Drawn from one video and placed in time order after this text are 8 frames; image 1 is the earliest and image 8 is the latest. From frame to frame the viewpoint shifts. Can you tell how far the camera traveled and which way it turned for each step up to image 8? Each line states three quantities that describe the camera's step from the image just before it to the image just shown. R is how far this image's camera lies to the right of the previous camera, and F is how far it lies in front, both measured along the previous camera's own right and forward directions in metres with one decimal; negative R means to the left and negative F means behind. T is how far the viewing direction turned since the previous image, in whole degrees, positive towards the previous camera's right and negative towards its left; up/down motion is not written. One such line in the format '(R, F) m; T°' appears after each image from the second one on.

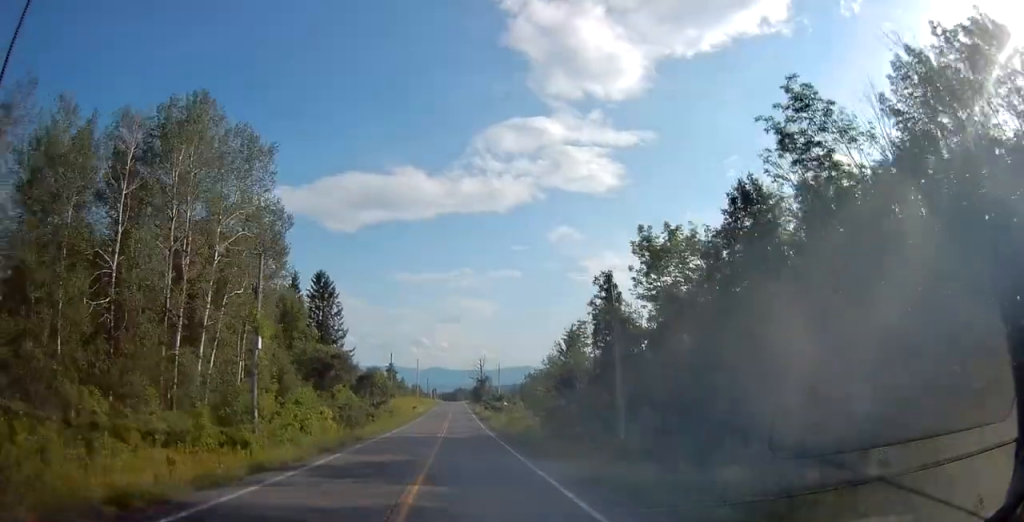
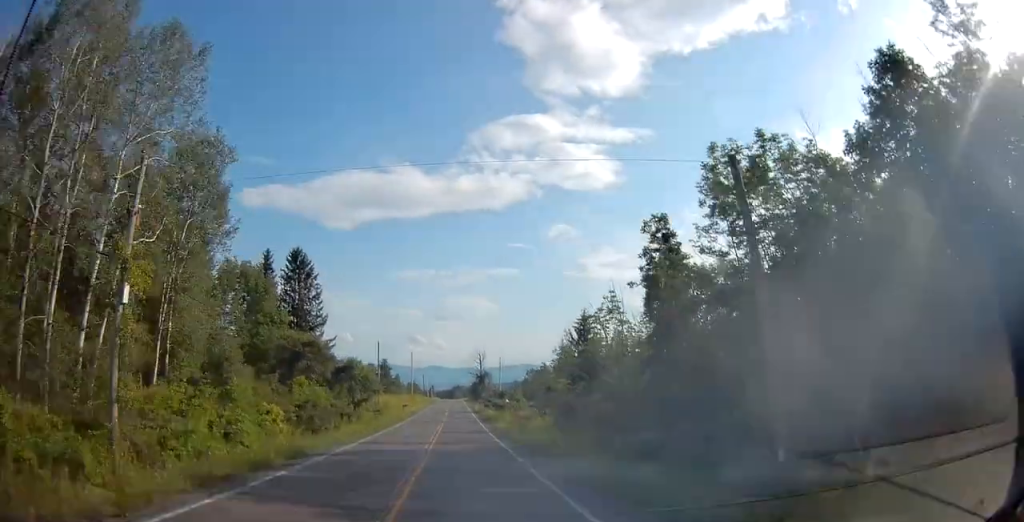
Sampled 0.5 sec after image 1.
(+0.1, +11.3) m; 0°
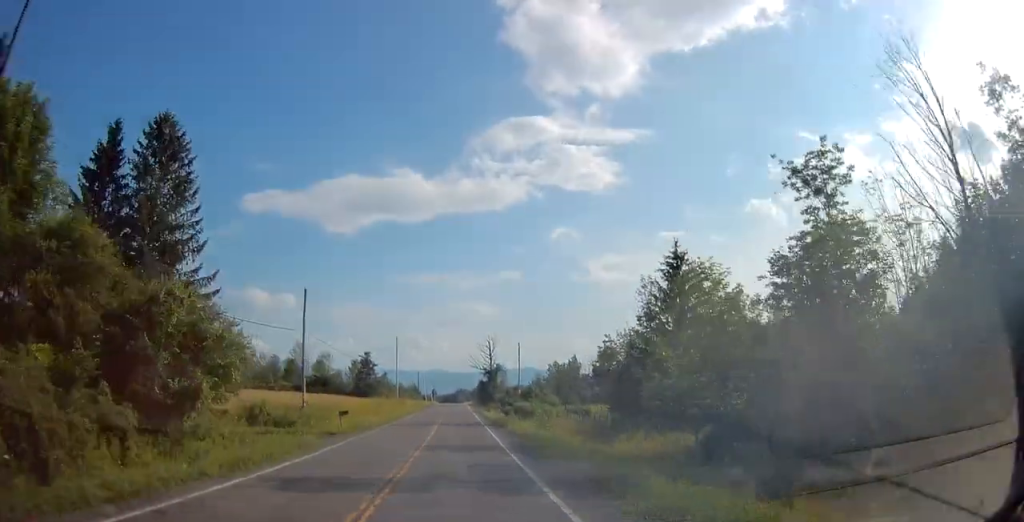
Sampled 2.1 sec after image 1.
(0.0, +36.9) m; 0°
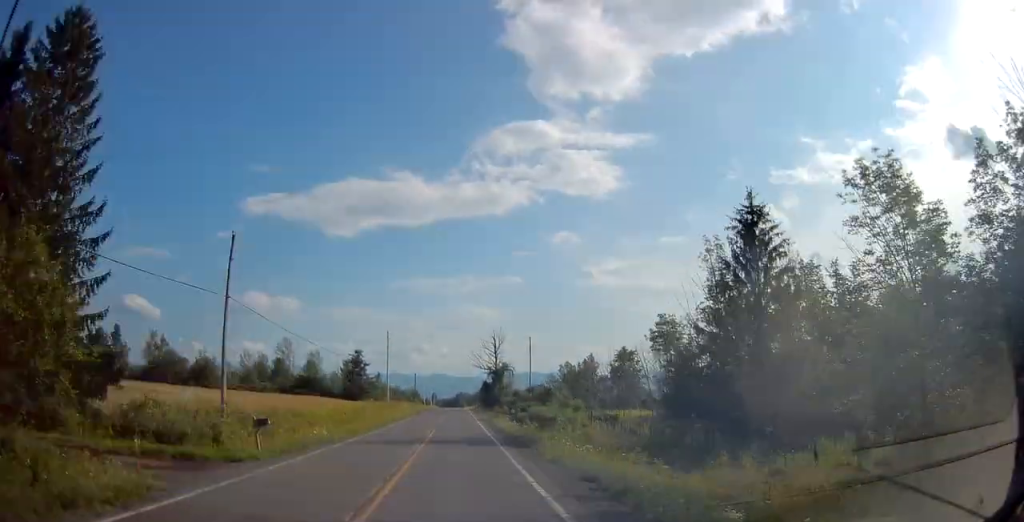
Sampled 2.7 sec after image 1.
(+0.1, +13.7) m; 0°
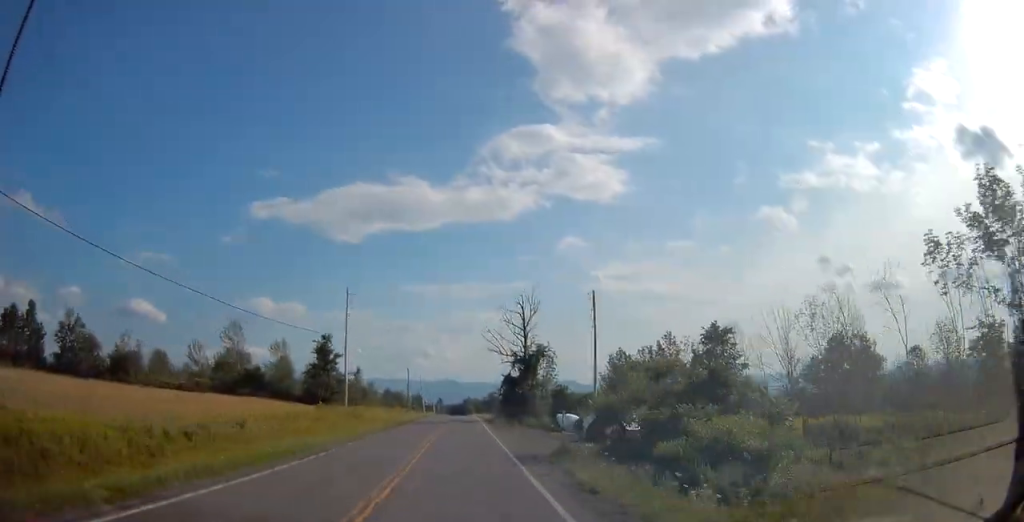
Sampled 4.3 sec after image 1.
(-0.3, +35.5) m; -1°
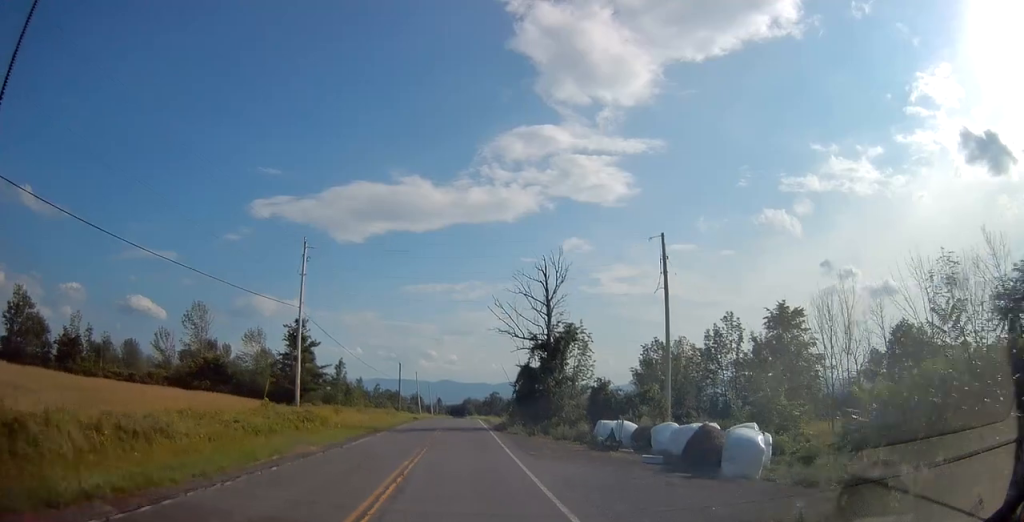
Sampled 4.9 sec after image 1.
(+0.2, +15.7) m; 0°
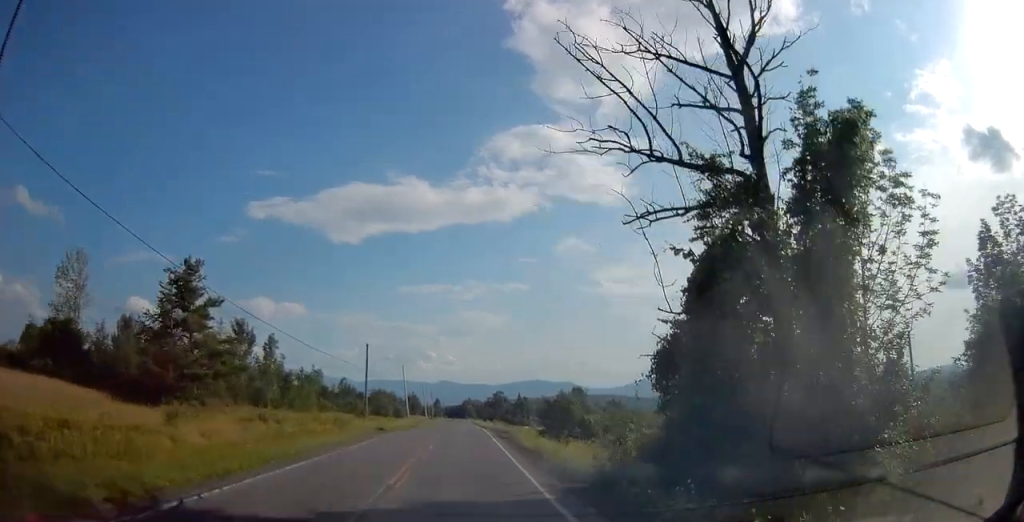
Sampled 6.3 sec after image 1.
(-0.2, +32.6) m; 0°
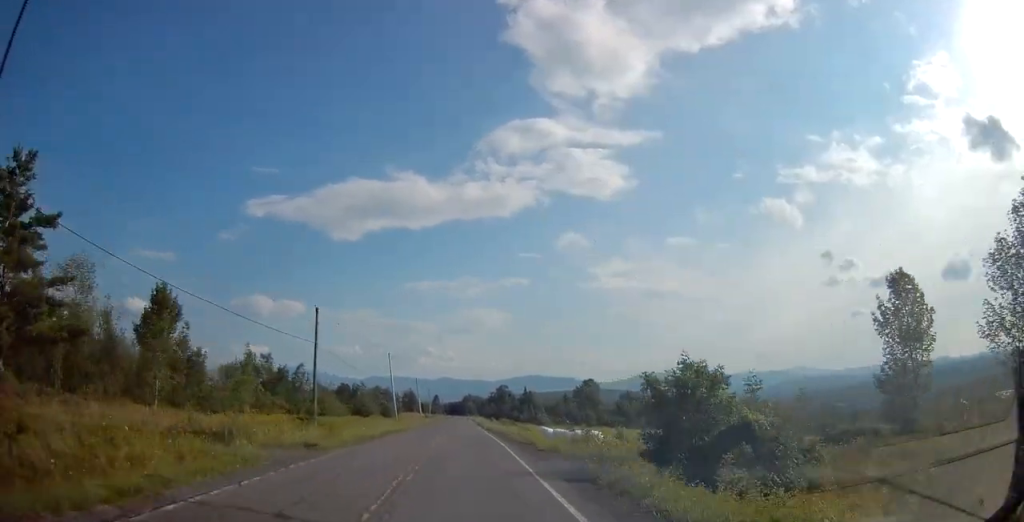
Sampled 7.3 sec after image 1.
(+0.1, +22.3) m; +1°
